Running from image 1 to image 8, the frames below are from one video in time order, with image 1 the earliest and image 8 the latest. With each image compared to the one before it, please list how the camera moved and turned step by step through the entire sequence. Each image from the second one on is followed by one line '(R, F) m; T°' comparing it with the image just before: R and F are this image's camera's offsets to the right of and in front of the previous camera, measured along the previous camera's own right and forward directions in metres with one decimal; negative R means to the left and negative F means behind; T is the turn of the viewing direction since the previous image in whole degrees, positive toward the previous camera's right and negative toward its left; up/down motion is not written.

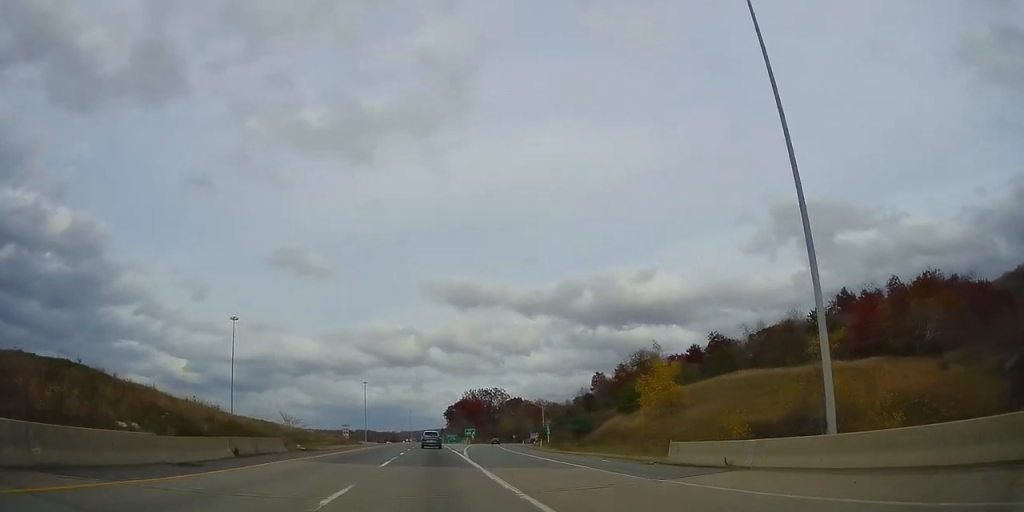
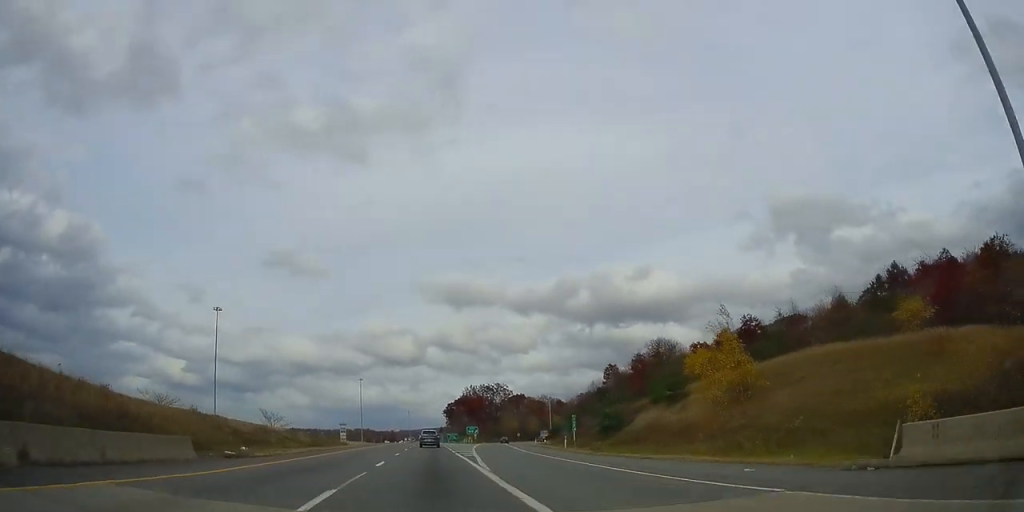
(-0.1, +13.5) m; 0°
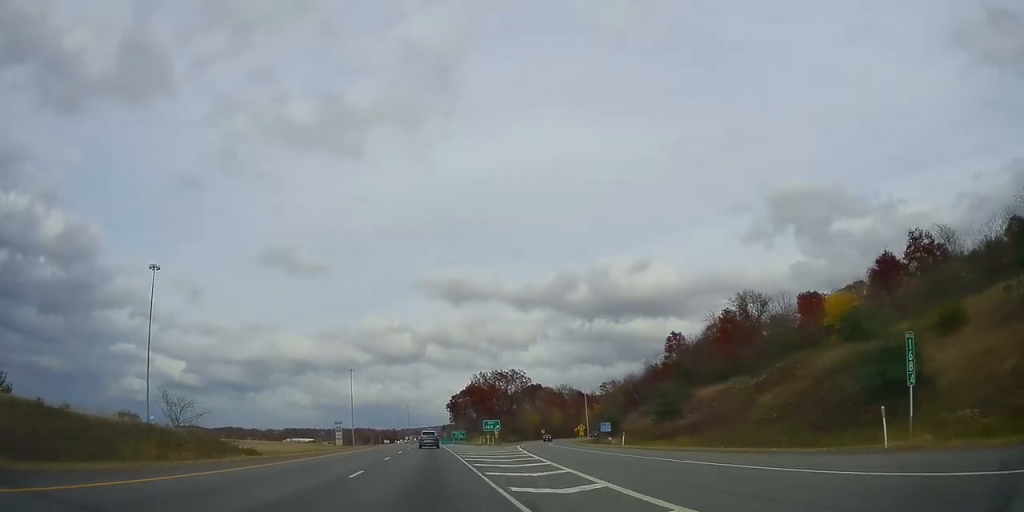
(+0.3, +42.0) m; +1°
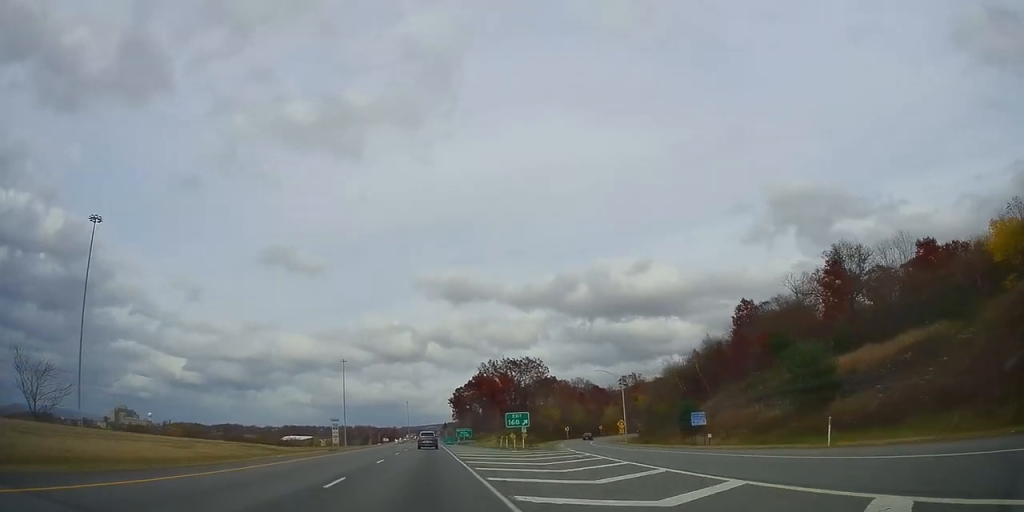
(+0.1, +27.4) m; +1°
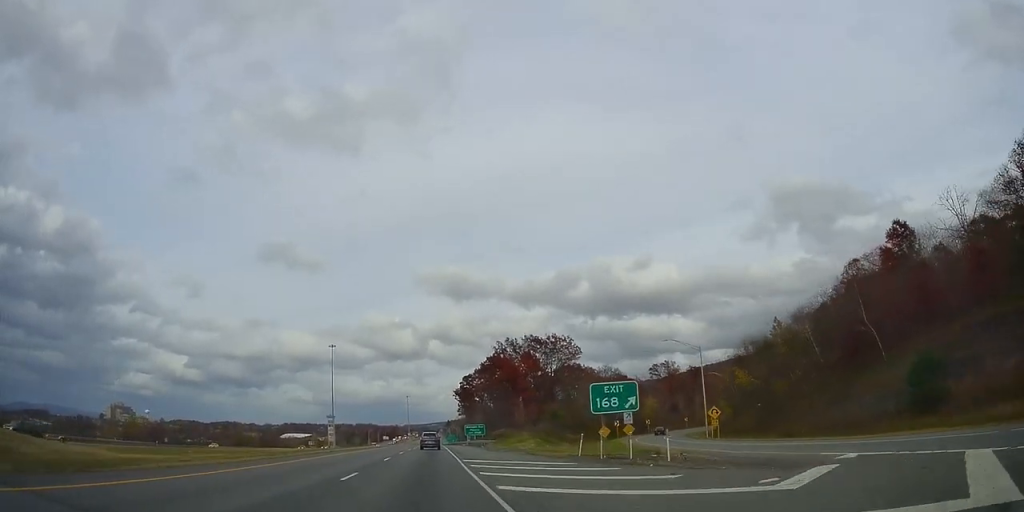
(+0.4, +34.2) m; +1°
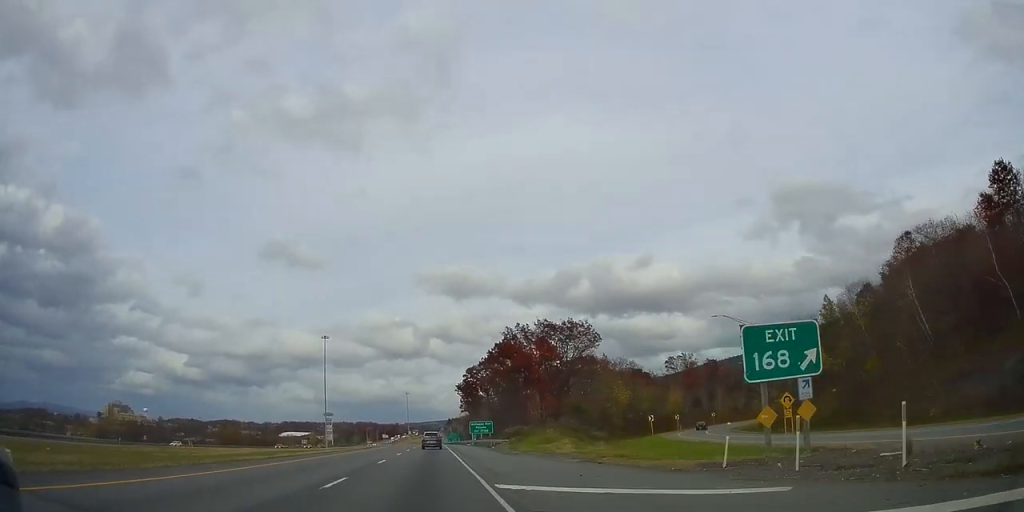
(0.0, +15.4) m; 0°
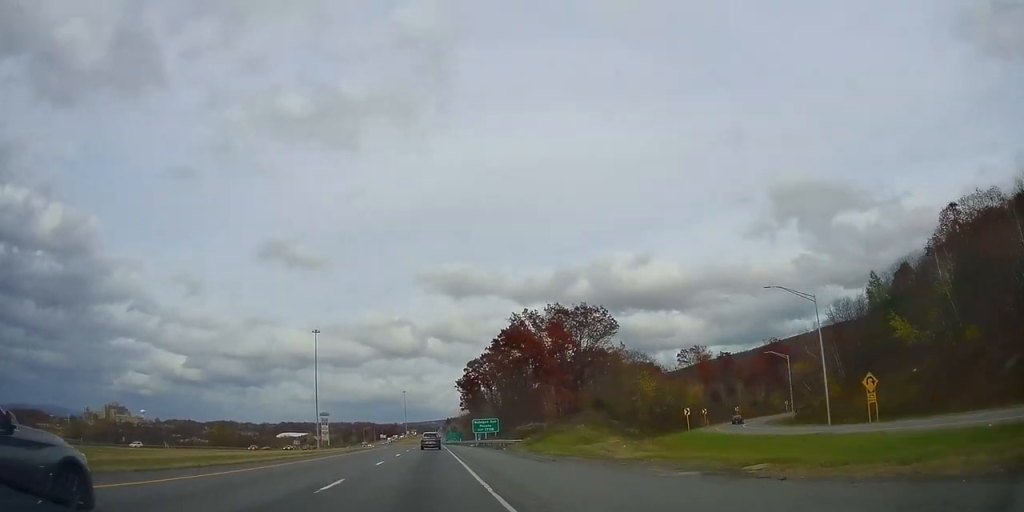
(0.0, +12.4) m; 0°
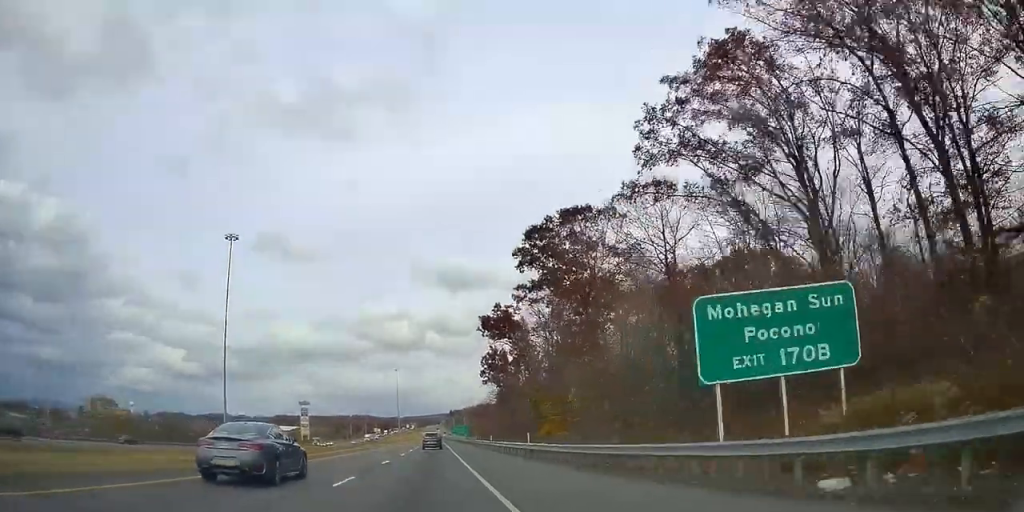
(-0.7, +83.3) m; 0°
